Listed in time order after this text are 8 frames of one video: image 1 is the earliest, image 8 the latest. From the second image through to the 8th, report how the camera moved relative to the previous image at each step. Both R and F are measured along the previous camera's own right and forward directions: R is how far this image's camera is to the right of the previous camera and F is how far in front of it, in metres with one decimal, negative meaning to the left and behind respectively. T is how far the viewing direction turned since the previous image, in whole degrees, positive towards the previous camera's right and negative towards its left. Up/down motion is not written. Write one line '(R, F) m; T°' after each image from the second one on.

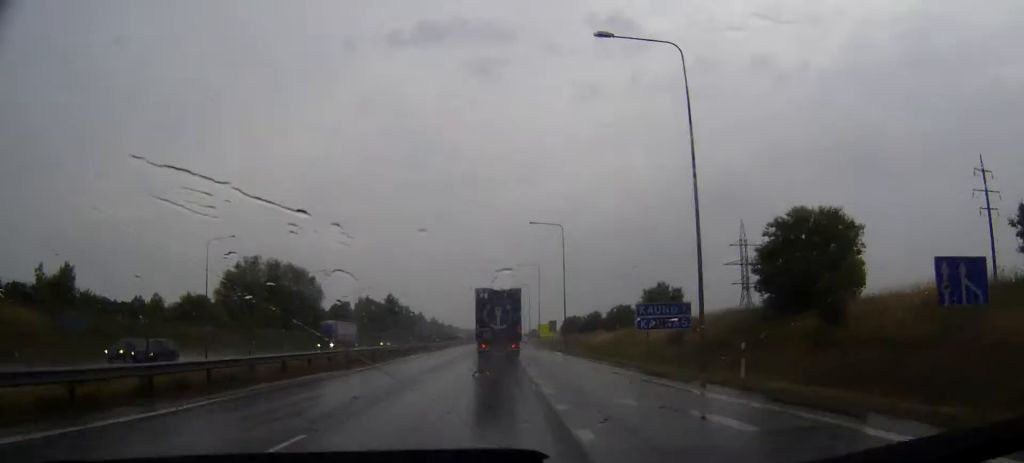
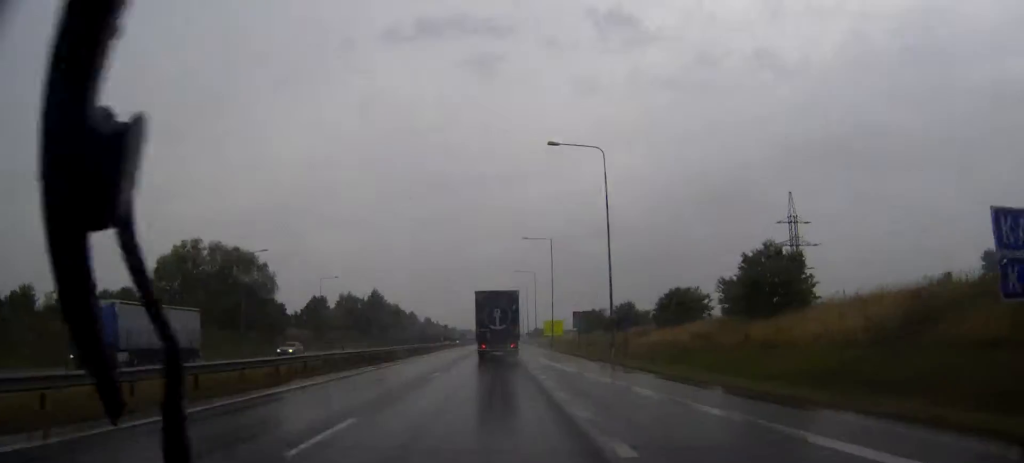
(0.0, +29.4) m; 0°
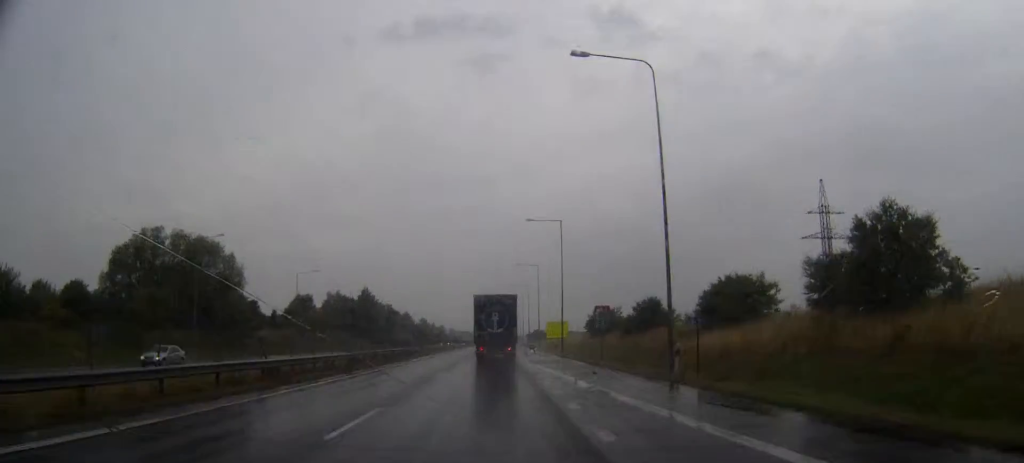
(+0.1, +14.4) m; 0°
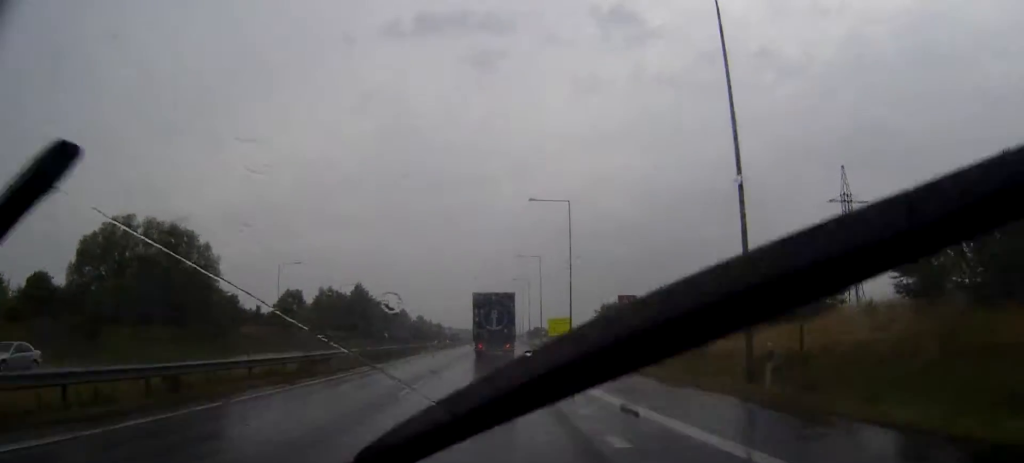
(0.0, +8.8) m; 0°
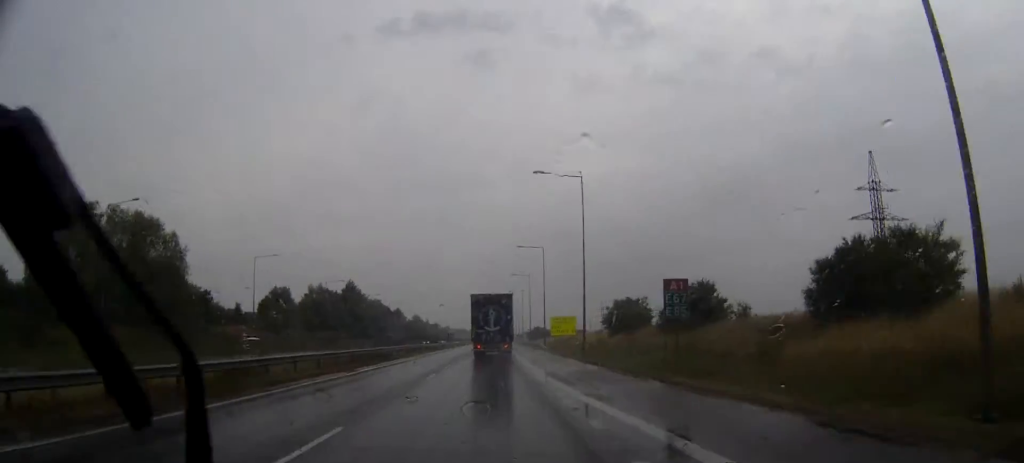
(0.0, +10.0) m; 0°
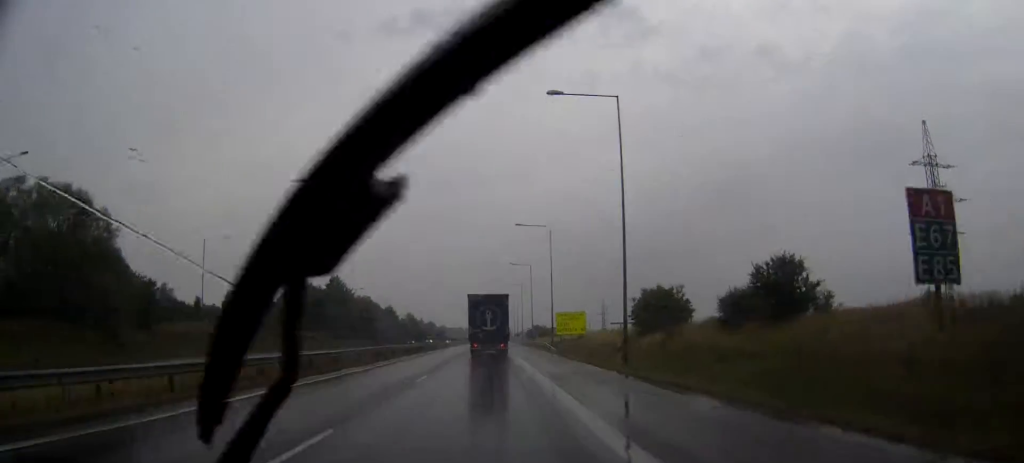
(0.0, +16.3) m; 0°
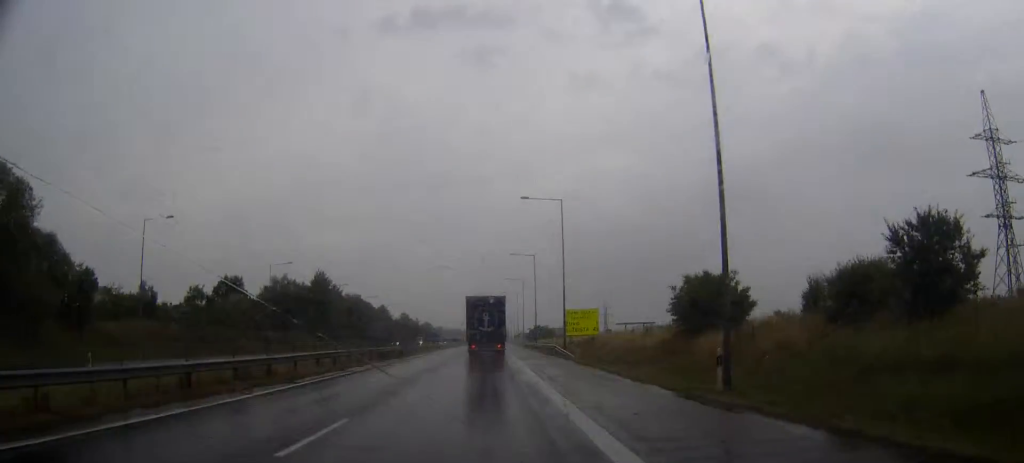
(0.0, +14.4) m; 0°
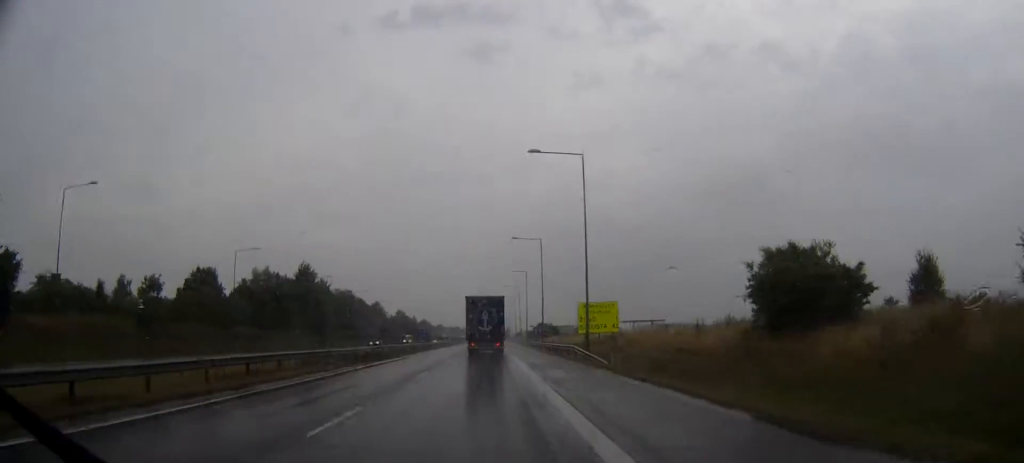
(0.0, +14.4) m; 0°
